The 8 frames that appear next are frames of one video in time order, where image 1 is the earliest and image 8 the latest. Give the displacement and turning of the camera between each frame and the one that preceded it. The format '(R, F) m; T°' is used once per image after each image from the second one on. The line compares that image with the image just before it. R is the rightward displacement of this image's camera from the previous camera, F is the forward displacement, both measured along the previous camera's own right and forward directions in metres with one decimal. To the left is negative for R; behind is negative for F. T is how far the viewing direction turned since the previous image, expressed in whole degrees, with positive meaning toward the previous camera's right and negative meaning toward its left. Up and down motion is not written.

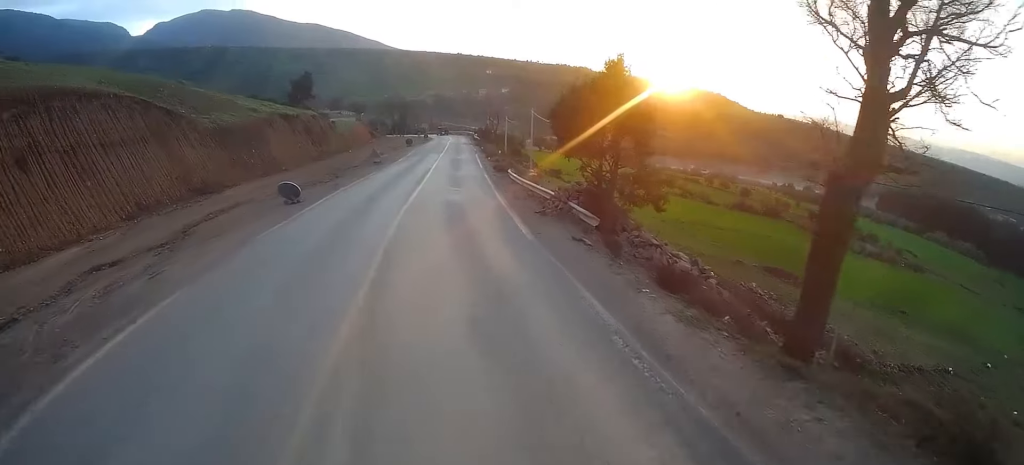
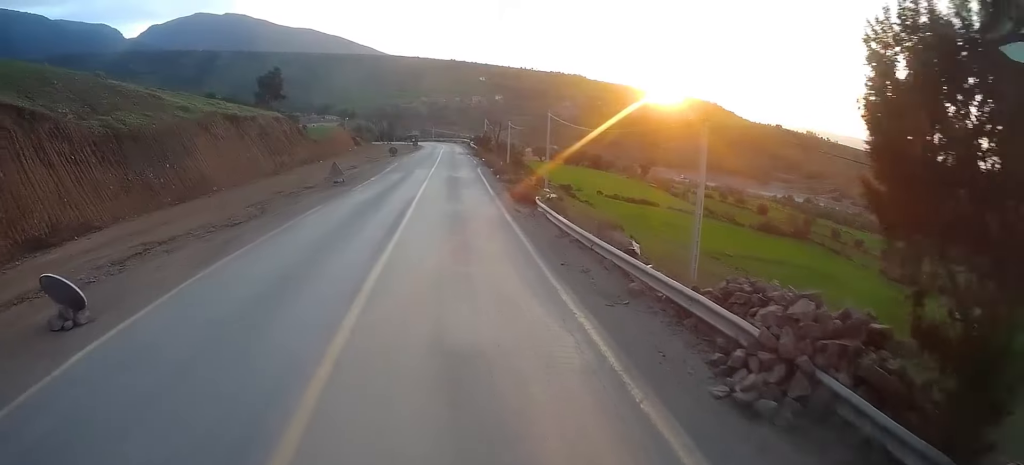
(+0.3, +13.9) m; 0°
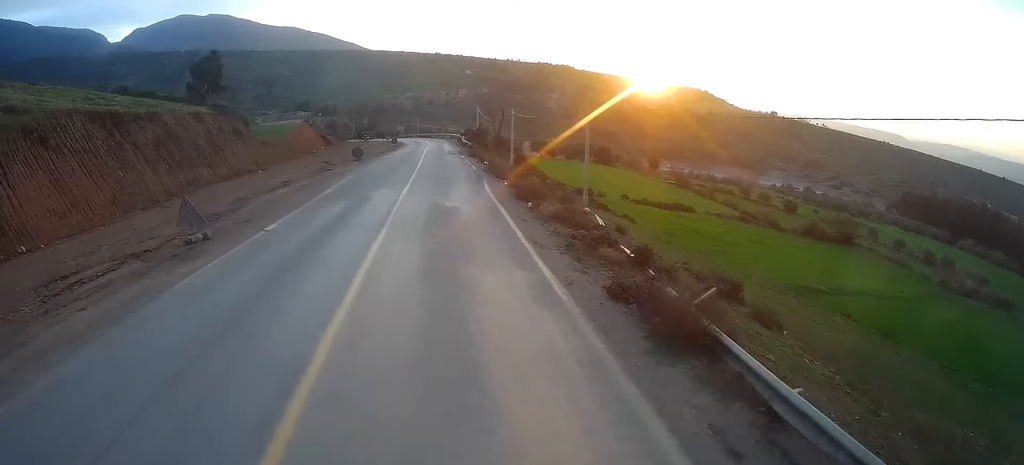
(-0.3, +17.6) m; +2°
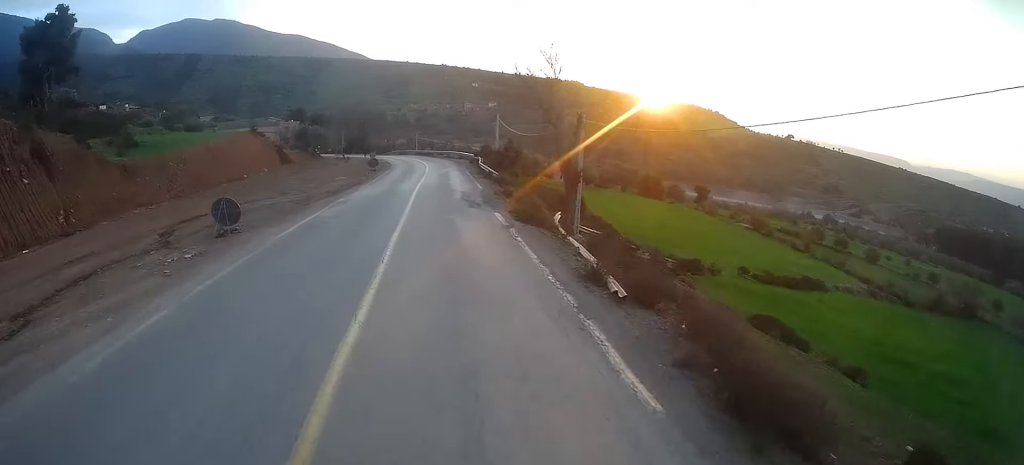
(+0.2, +28.5) m; -1°
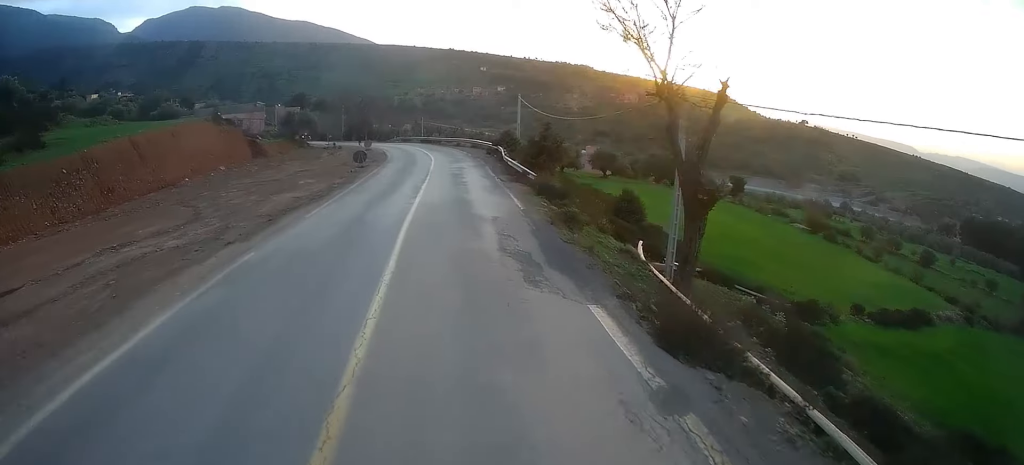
(+0.1, +12.6) m; 0°
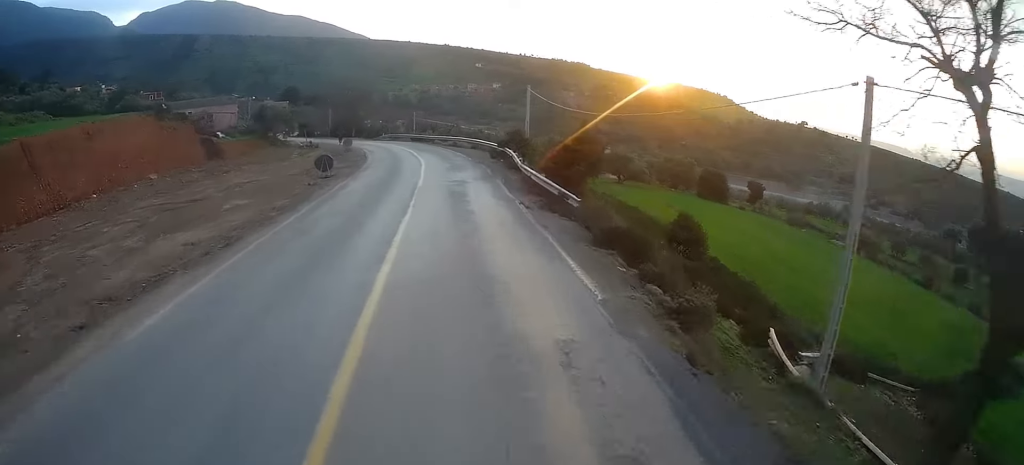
(-0.1, +9.7) m; -1°
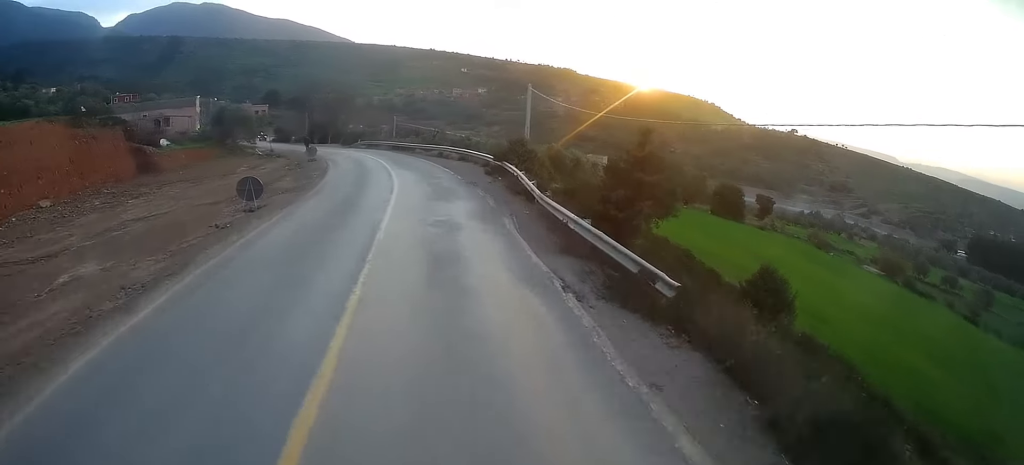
(0.0, +9.2) m; -1°
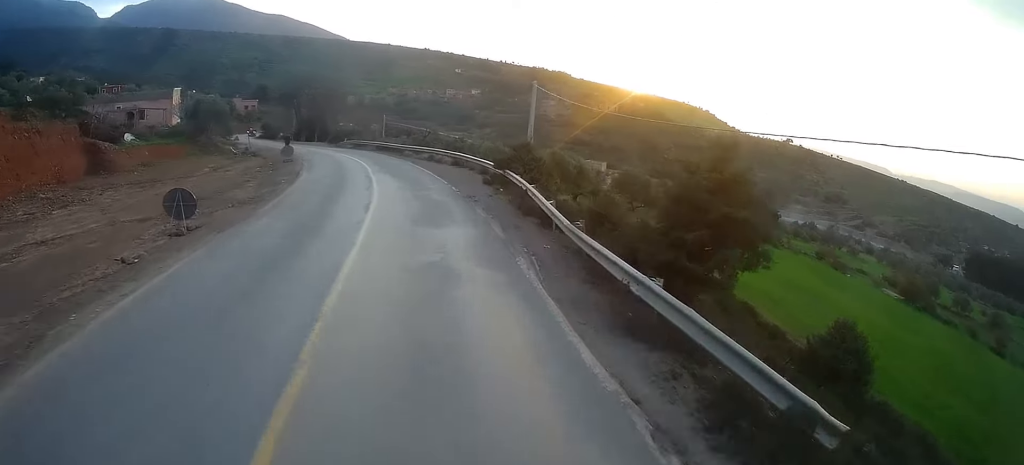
(+0.1, +5.1) m; -1°
